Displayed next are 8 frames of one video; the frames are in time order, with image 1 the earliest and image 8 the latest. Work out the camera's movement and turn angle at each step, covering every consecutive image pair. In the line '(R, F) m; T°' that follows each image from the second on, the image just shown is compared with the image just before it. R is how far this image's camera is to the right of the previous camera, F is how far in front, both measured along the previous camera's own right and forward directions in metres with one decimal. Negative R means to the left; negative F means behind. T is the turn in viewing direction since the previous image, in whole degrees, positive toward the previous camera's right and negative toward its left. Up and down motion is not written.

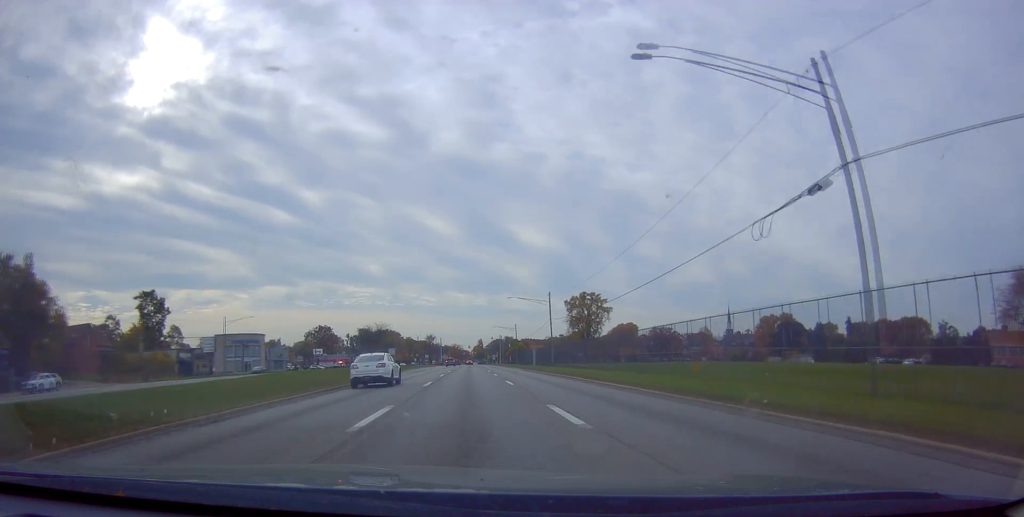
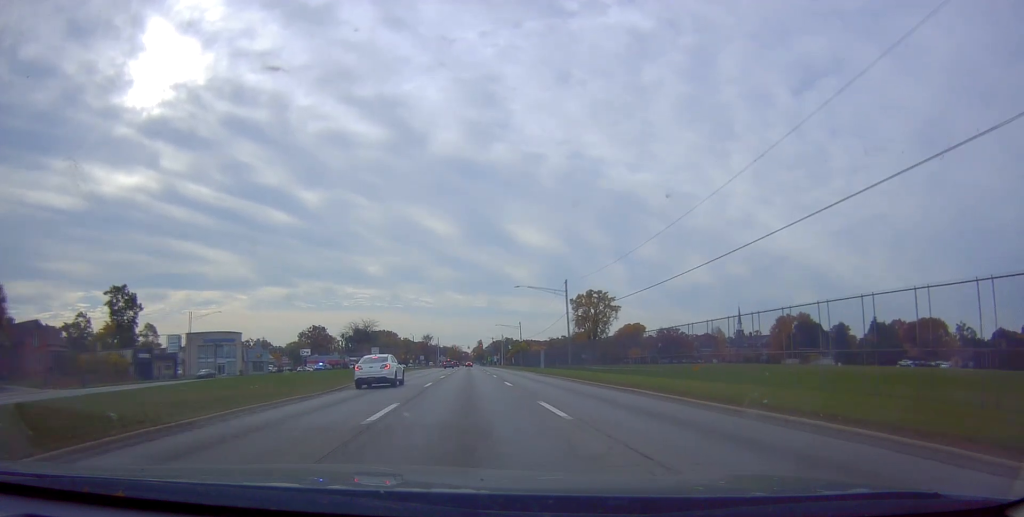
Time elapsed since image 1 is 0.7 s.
(+0.3, +14.8) m; -1°
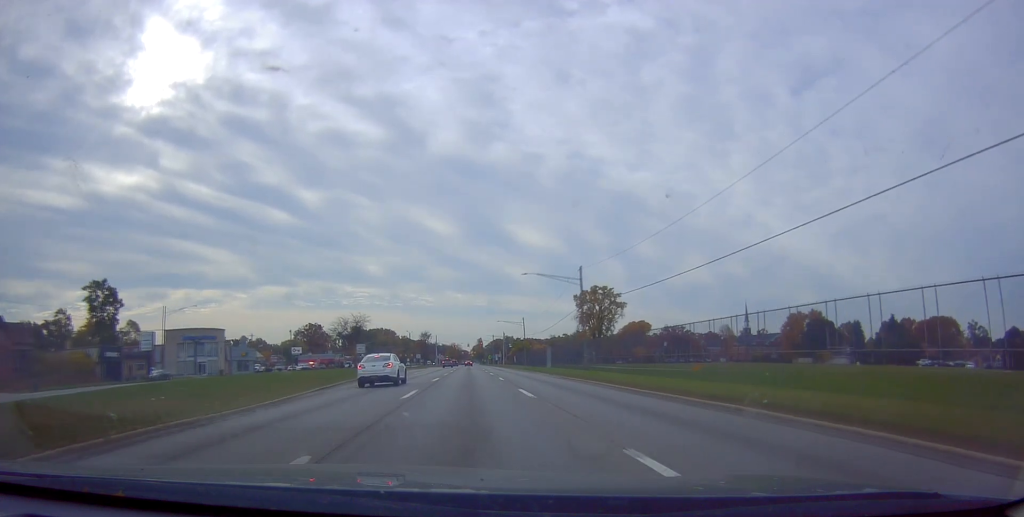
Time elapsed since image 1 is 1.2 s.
(-0.2, +9.3) m; 0°
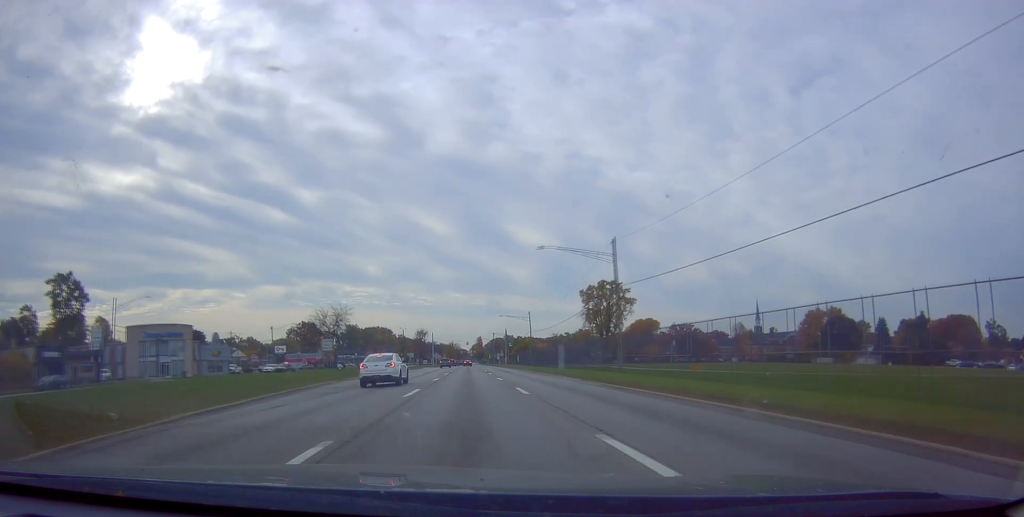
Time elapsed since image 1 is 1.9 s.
(-0.5, +14.5) m; 0°
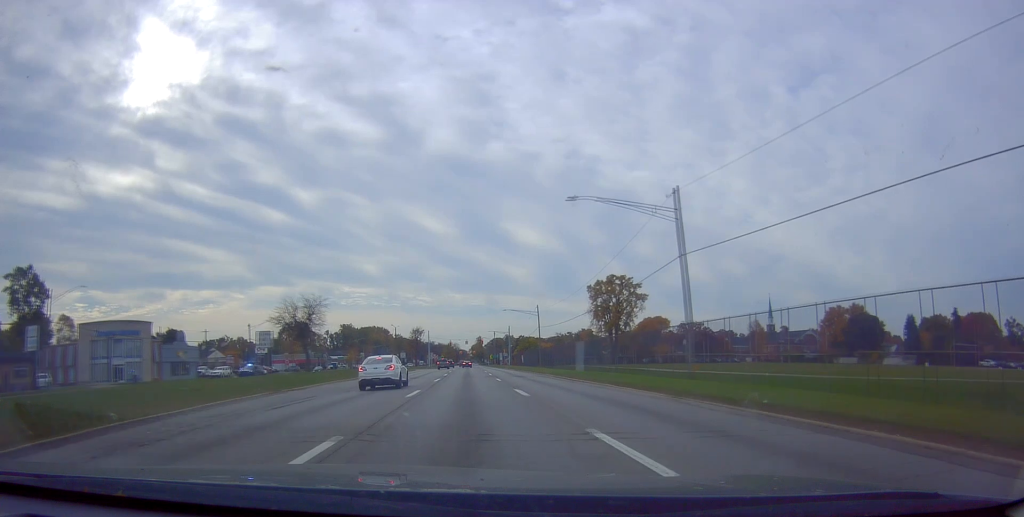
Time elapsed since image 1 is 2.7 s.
(+0.6, +14.8) m; 0°
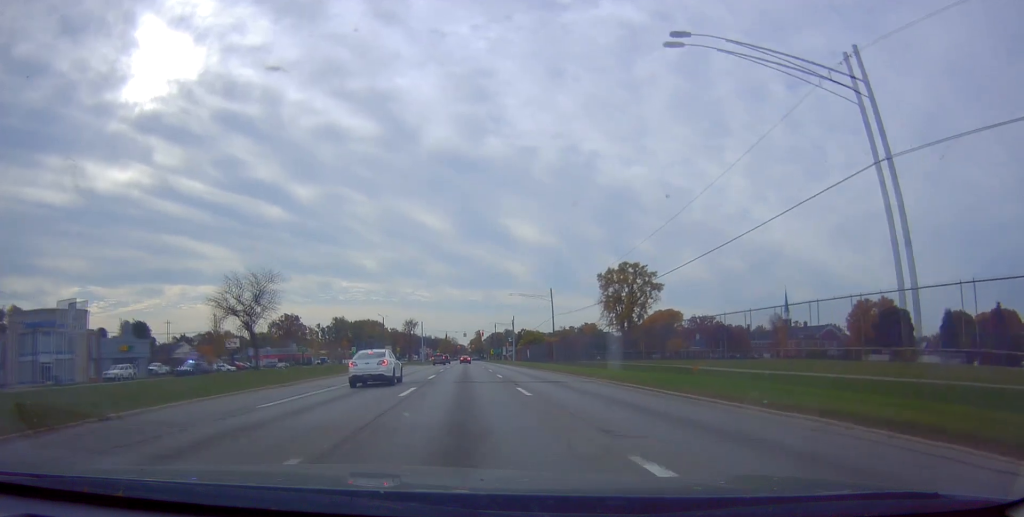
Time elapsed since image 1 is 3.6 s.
(-0.5, +17.6) m; -1°
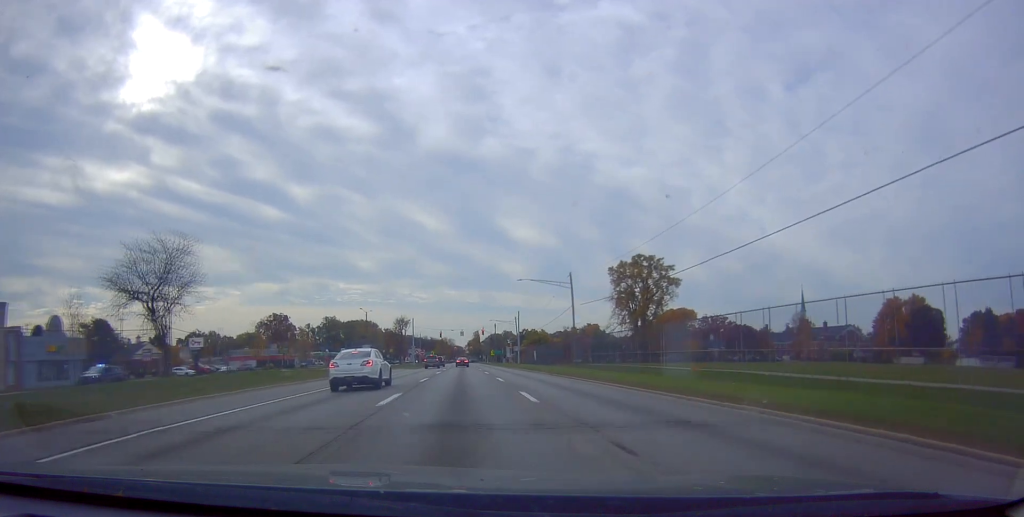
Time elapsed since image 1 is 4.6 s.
(+0.1, +17.1) m; +2°
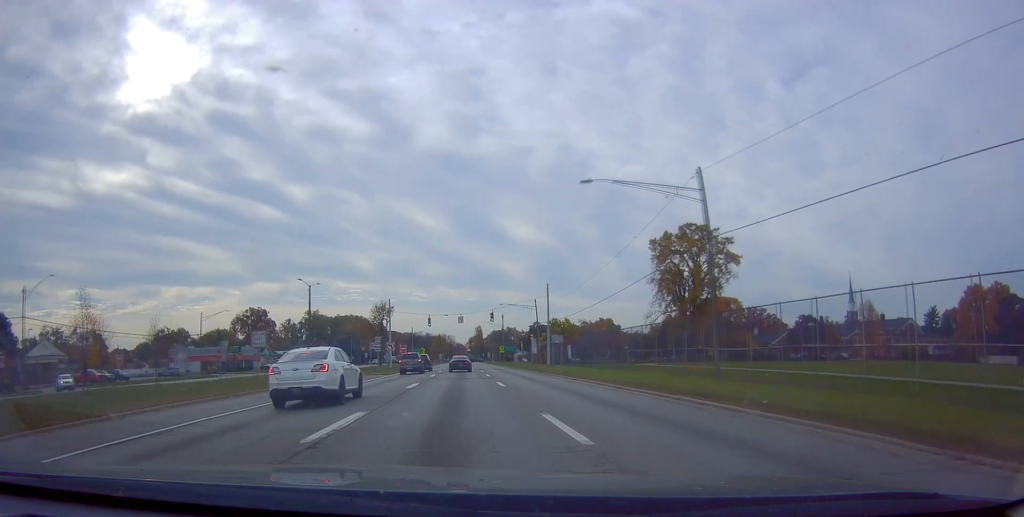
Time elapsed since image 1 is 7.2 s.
(+0.5, +37.1) m; -2°
